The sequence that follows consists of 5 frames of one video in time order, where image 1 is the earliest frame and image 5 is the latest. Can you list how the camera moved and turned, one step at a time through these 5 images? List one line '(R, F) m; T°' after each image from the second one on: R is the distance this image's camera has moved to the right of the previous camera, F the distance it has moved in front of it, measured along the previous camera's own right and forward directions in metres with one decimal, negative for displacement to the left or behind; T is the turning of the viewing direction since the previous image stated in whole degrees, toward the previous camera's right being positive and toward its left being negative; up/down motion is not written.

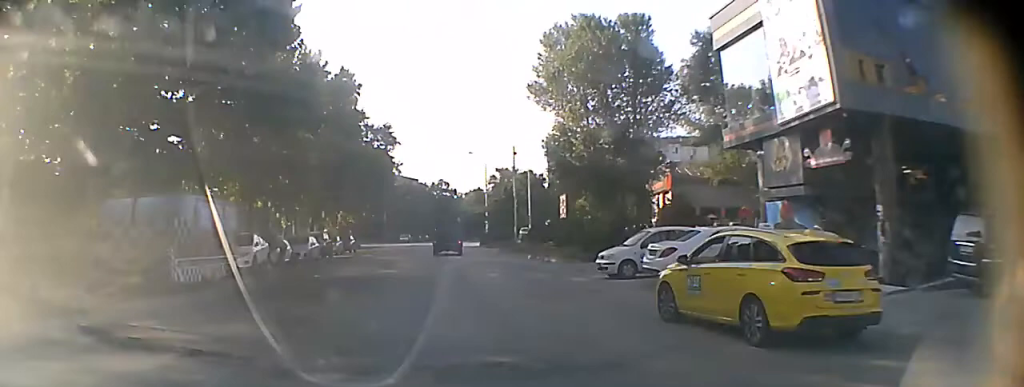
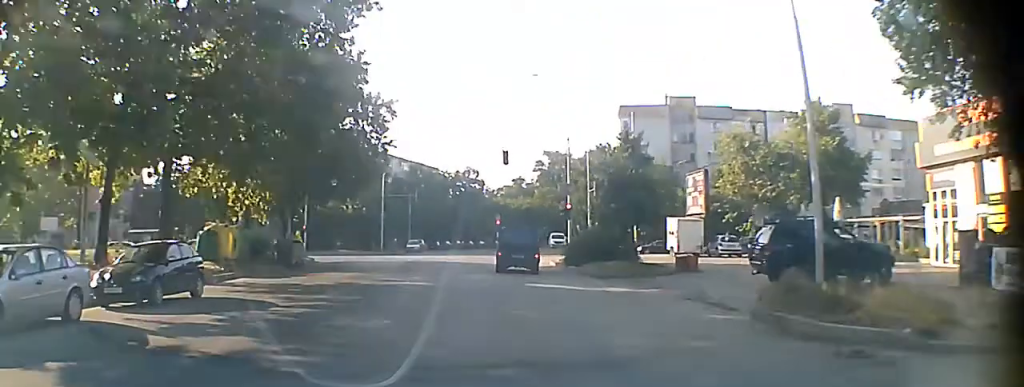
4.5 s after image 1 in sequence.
(-2.8, +12.2) m; -41°
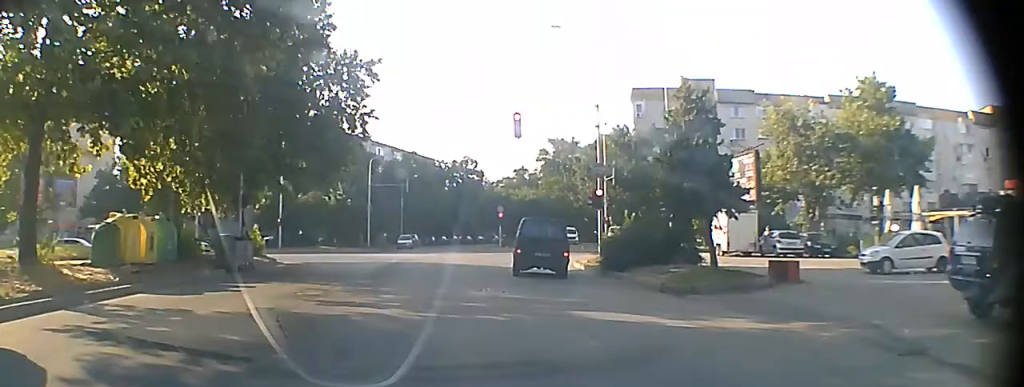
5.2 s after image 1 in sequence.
(-0.4, +4.4) m; -5°
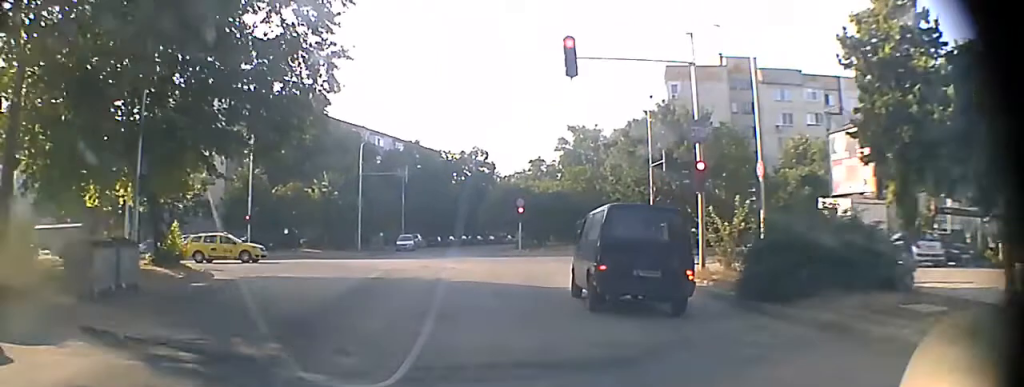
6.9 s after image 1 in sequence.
(0.0, +10.6) m; 0°
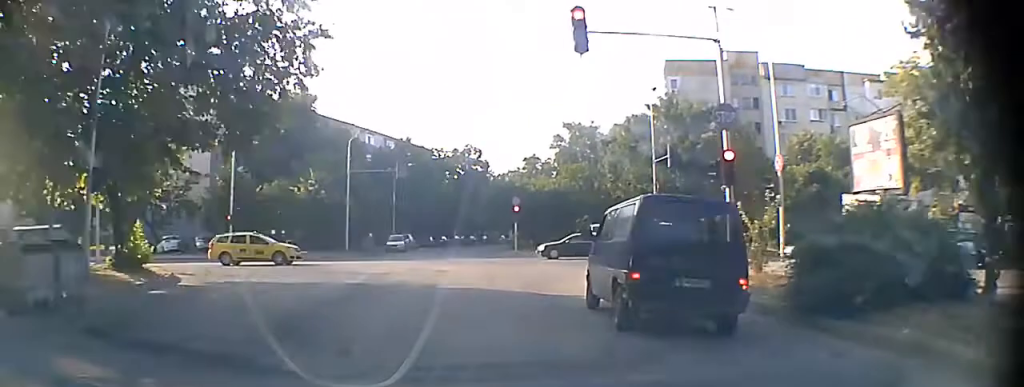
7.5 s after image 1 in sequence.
(0.0, +3.5) m; 0°
